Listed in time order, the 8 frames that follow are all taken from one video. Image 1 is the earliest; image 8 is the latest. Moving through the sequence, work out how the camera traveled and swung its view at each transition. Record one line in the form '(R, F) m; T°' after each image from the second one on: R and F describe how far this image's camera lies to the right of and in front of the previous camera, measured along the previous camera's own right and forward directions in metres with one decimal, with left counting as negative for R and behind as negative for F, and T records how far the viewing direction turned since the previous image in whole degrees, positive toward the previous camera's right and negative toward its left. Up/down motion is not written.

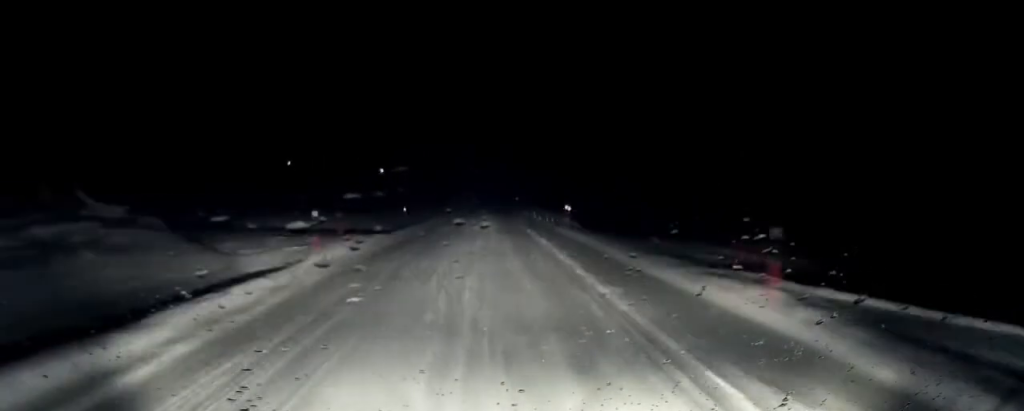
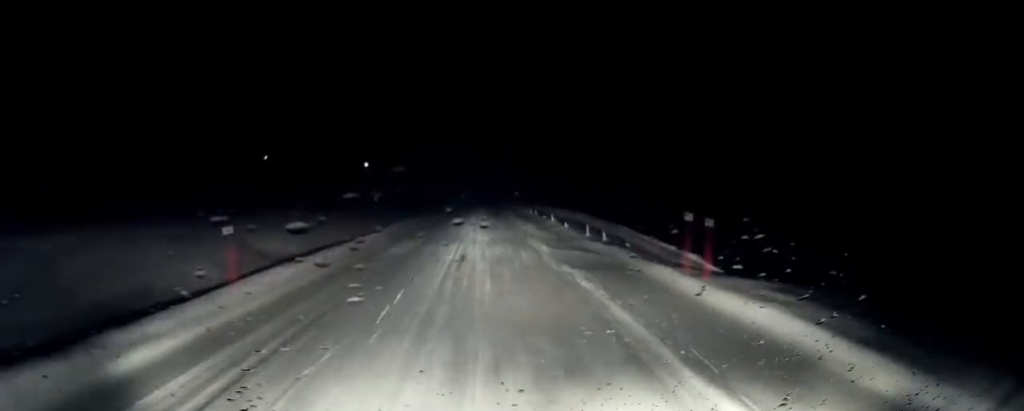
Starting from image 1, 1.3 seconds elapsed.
(-0.1, +16.7) m; +1°
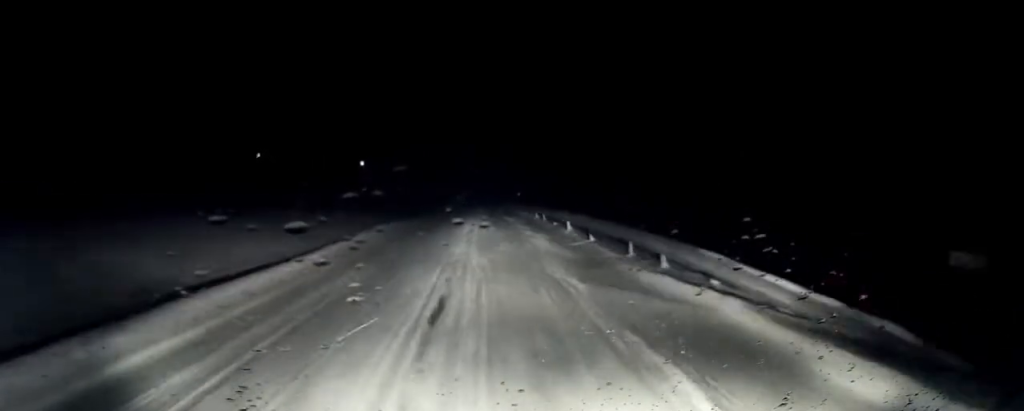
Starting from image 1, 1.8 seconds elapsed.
(+0.1, +6.0) m; +1°
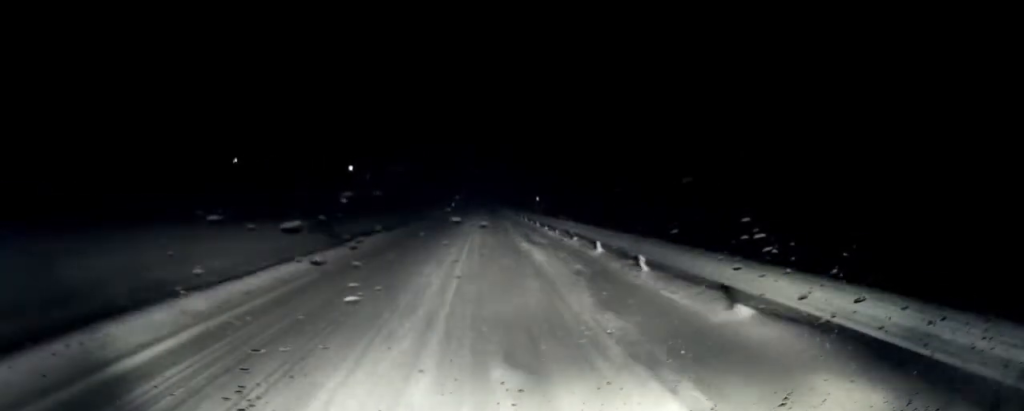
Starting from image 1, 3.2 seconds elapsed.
(-0.4, +18.7) m; -2°
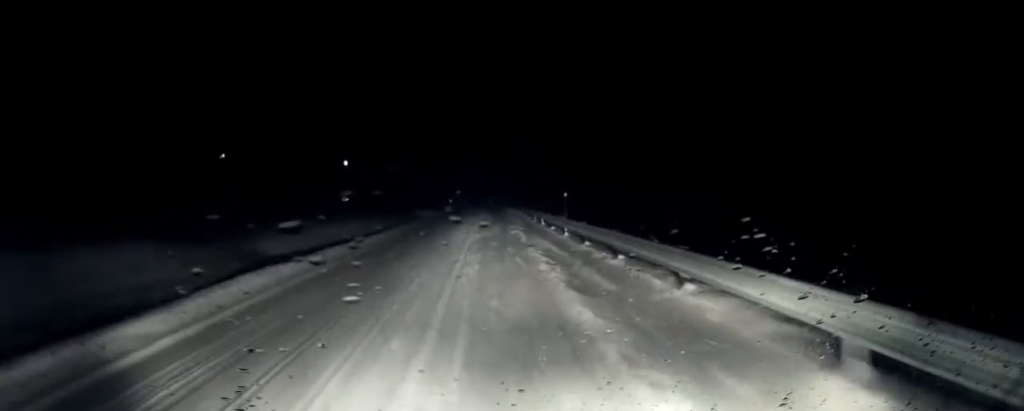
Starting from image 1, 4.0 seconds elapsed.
(-0.1, +10.6) m; 0°
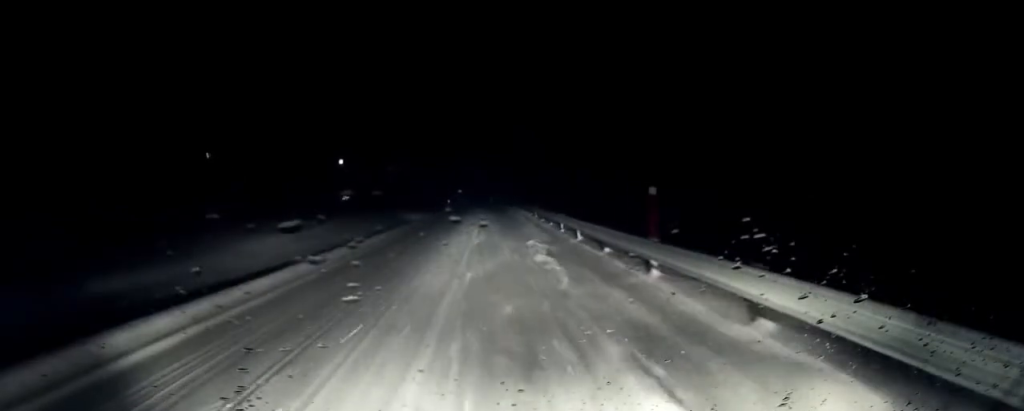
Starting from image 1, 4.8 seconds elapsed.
(+0.3, +10.6) m; 0°
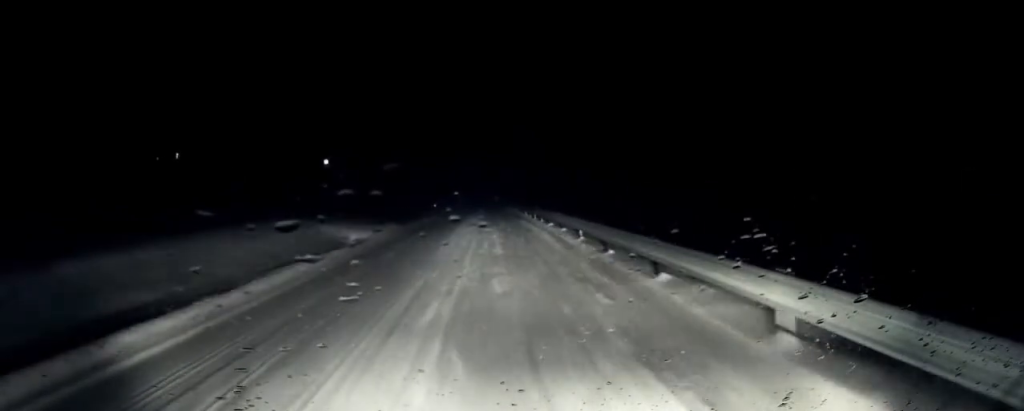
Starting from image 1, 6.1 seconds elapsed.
(-0.5, +16.8) m; -2°
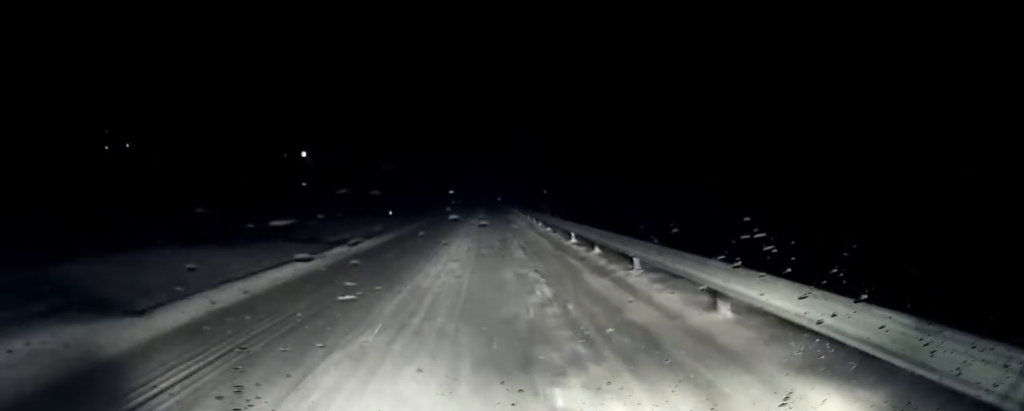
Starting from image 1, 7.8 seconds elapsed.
(0.0, +22.9) m; +2°
